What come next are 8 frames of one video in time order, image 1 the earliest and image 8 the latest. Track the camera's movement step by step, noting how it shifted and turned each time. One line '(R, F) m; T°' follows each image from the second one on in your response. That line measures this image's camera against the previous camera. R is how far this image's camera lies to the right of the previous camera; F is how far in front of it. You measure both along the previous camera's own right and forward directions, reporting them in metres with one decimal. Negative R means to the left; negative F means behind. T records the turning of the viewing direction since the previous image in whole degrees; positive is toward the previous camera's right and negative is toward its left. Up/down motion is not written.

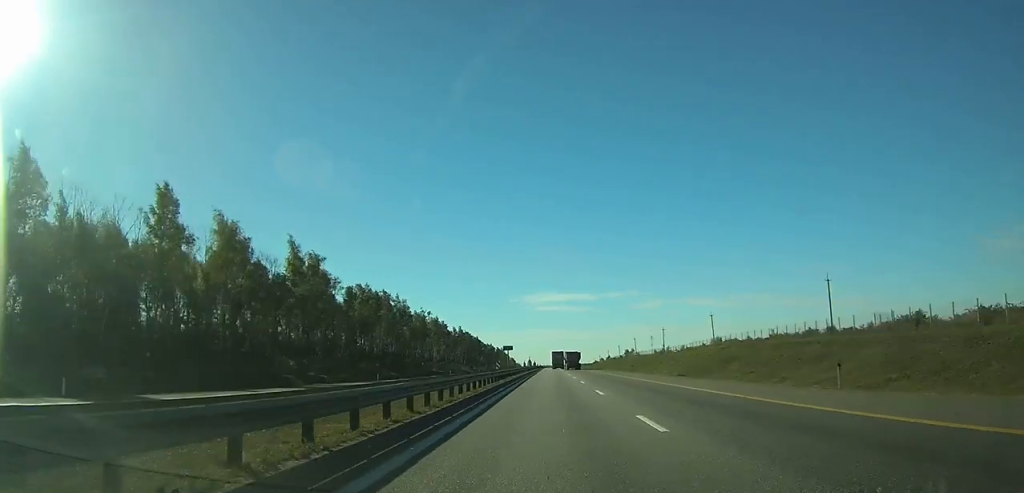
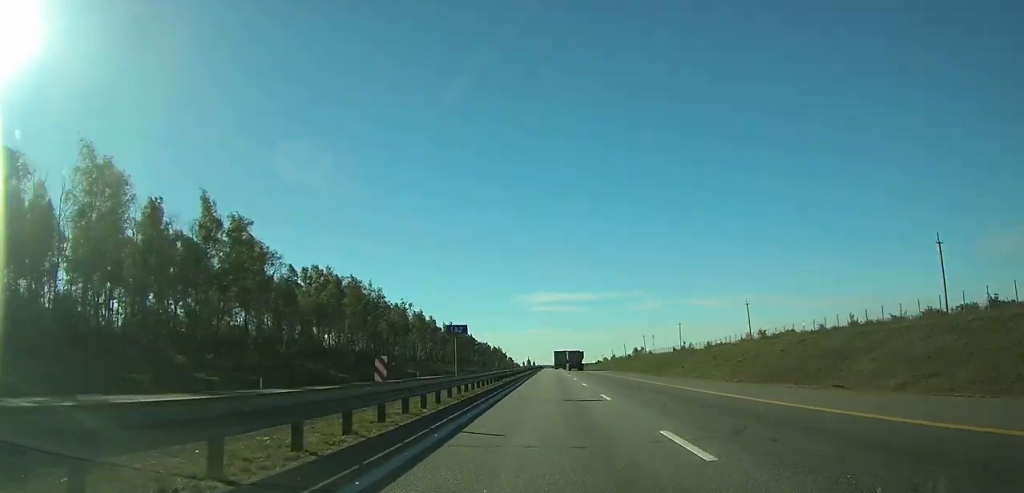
(0.0, +26.3) m; 0°
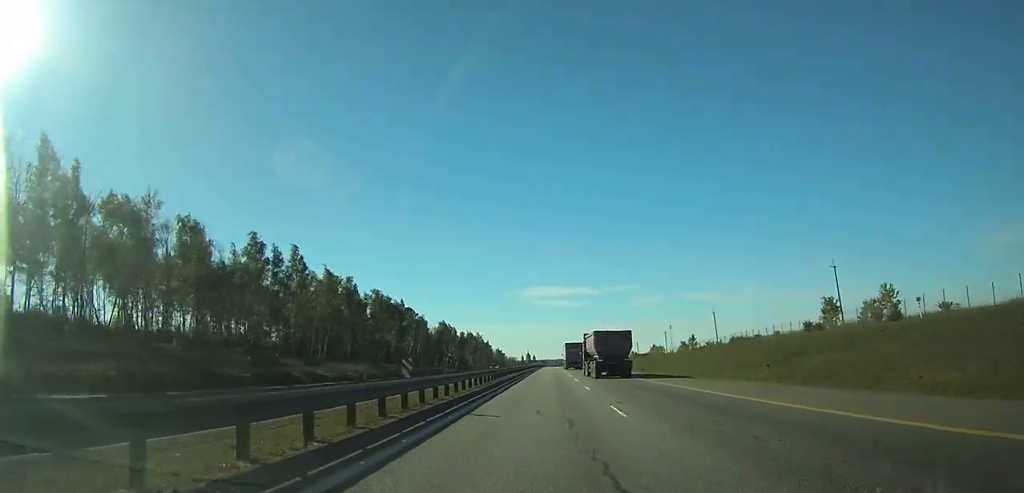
(-0.3, +154.4) m; 0°
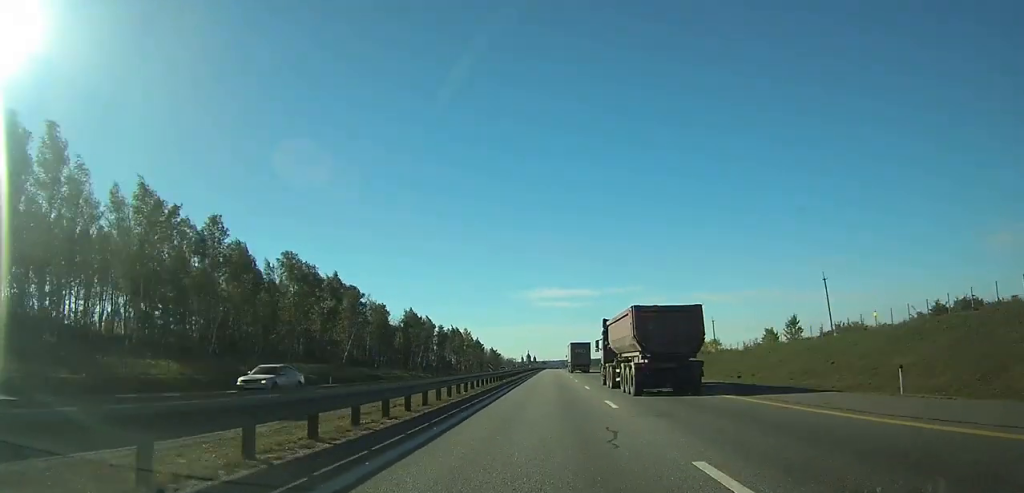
(0.0, +58.5) m; 0°
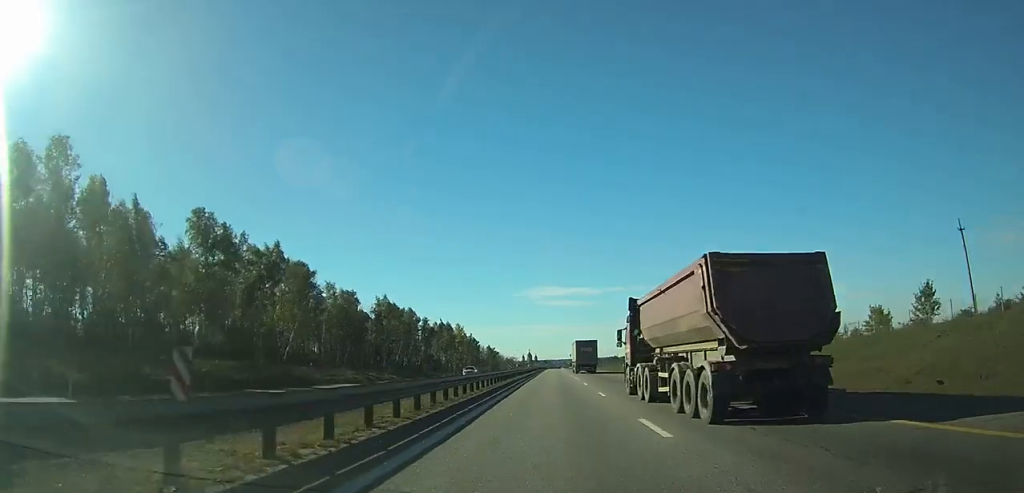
(0.0, +31.0) m; 0°
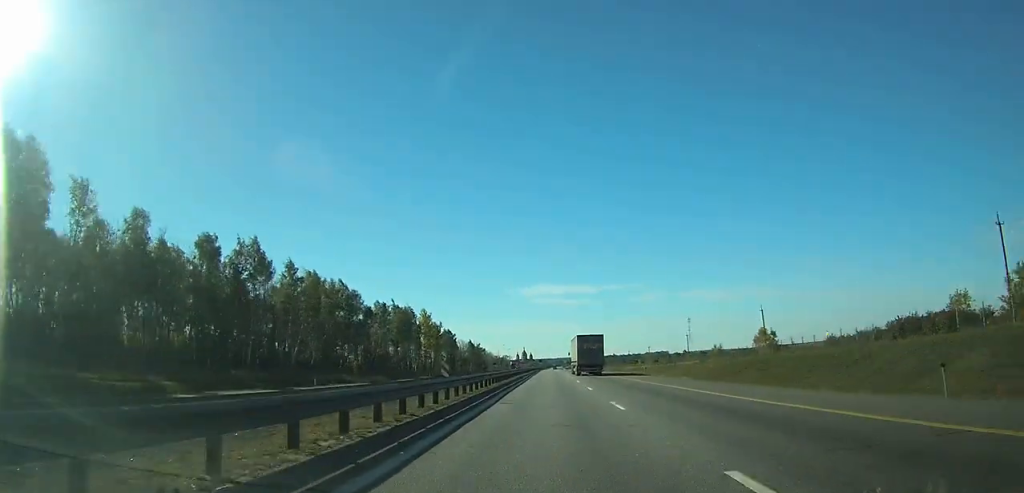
(+0.1, +64.9) m; 0°
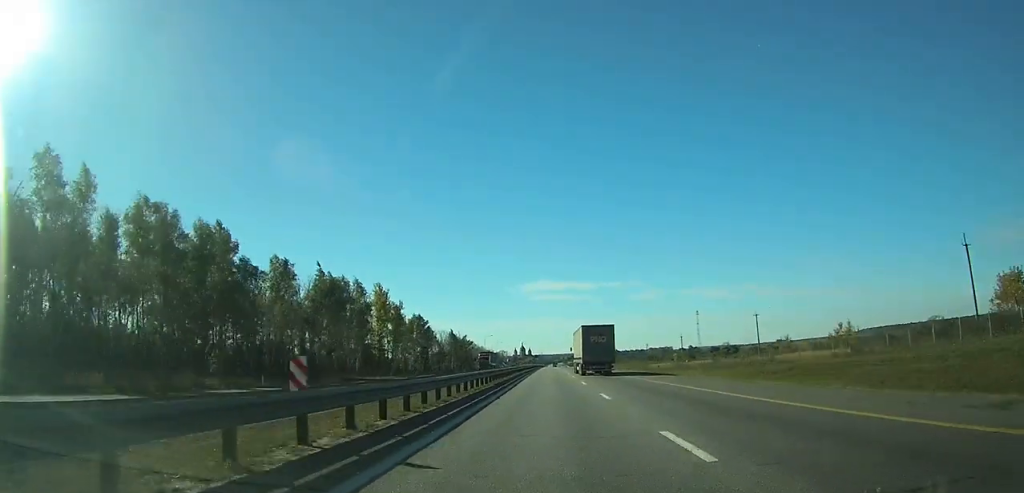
(-0.2, +52.9) m; 0°
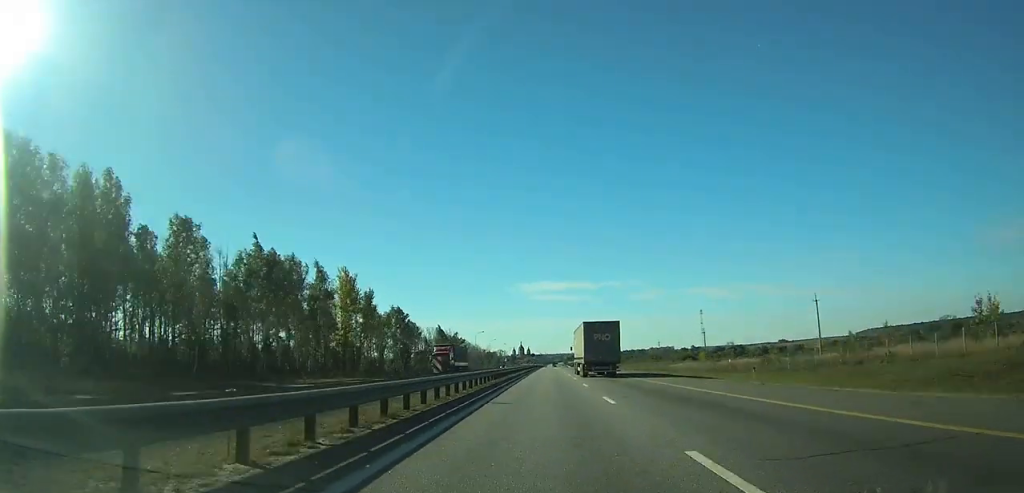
(+0.1, +24.4) m; 0°
